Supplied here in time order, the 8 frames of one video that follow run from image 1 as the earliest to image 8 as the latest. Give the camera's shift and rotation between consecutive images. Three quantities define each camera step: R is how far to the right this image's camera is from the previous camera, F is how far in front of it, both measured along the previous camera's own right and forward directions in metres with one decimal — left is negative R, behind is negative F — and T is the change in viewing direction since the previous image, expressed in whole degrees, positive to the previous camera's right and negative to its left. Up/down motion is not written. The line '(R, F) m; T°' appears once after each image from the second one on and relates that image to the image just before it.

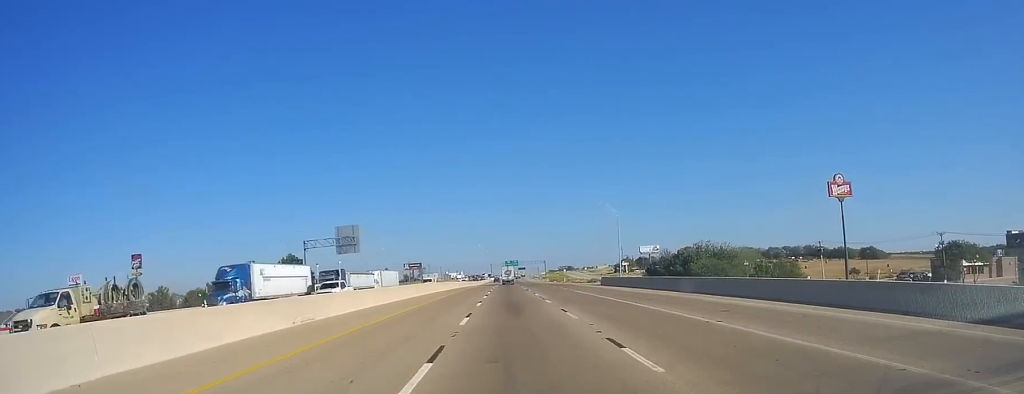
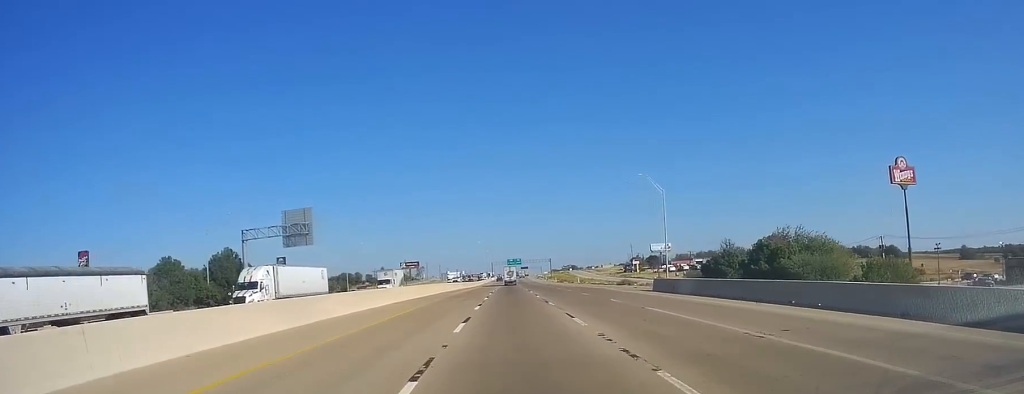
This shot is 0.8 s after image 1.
(-0.1, +26.5) m; +1°
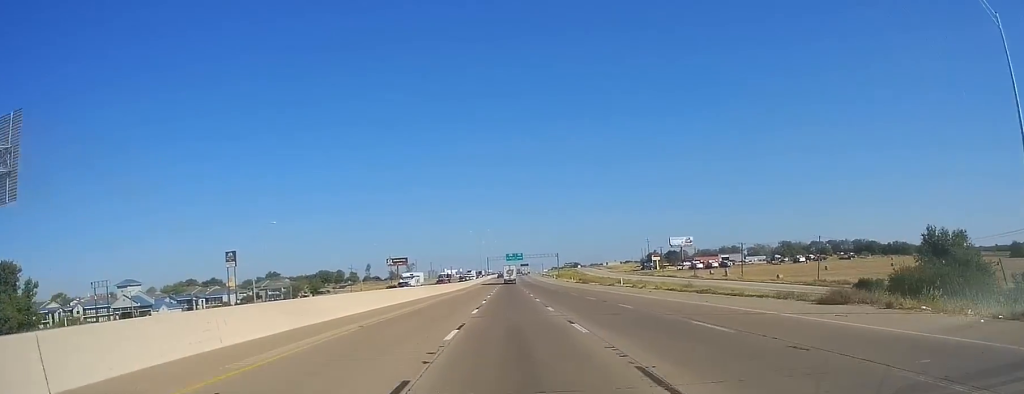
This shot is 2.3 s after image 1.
(+1.0, +51.4) m; 0°
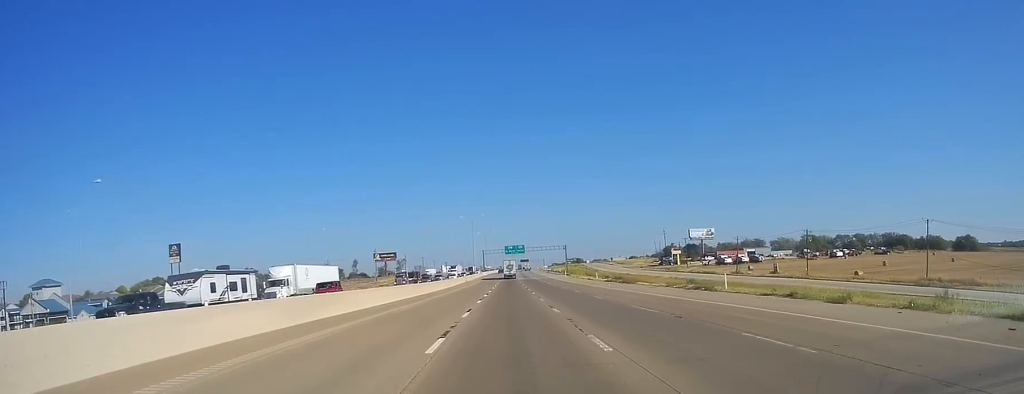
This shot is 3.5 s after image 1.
(-0.9, +40.2) m; 0°
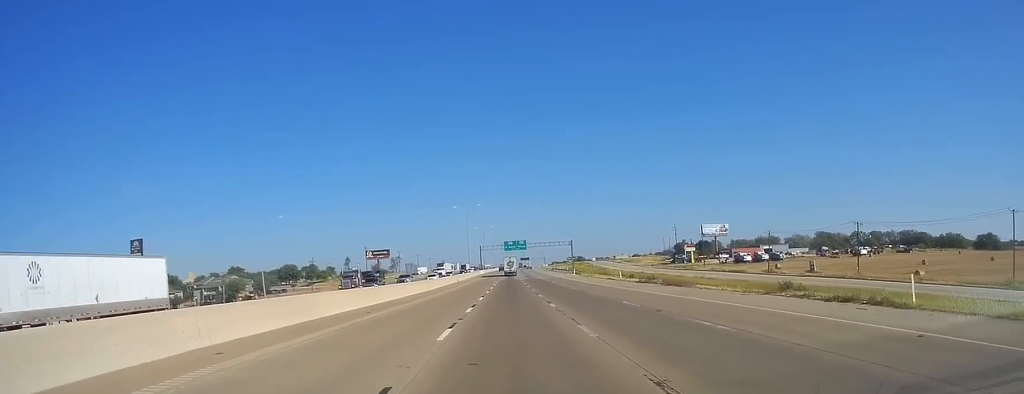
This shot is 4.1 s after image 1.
(+0.6, +21.7) m; +1°
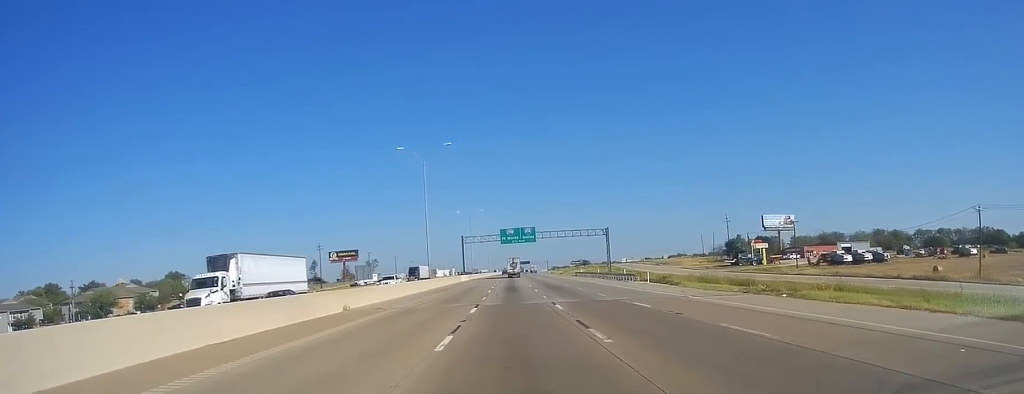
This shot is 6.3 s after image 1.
(-0.1, +75.5) m; 0°
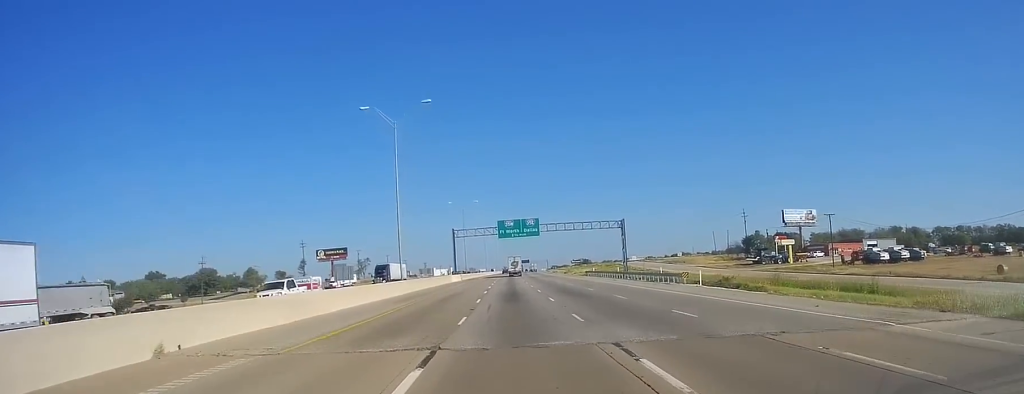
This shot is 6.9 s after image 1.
(+0.1, +18.9) m; 0°
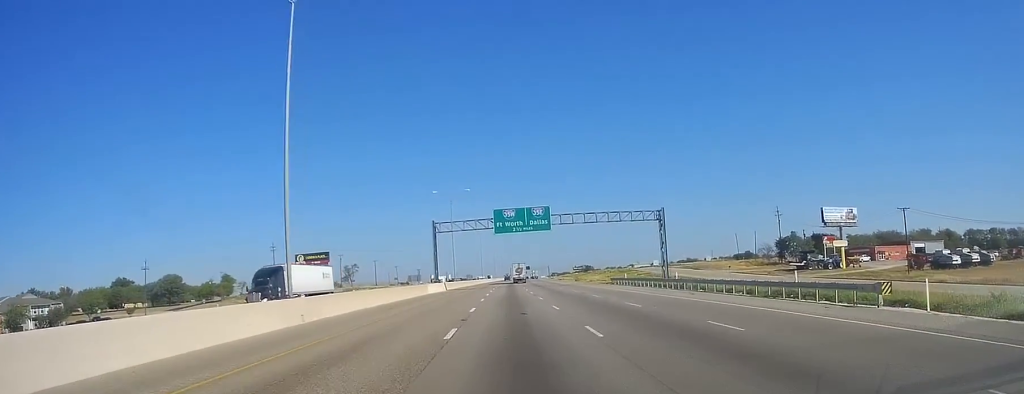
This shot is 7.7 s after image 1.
(+0.2, +28.6) m; 0°
